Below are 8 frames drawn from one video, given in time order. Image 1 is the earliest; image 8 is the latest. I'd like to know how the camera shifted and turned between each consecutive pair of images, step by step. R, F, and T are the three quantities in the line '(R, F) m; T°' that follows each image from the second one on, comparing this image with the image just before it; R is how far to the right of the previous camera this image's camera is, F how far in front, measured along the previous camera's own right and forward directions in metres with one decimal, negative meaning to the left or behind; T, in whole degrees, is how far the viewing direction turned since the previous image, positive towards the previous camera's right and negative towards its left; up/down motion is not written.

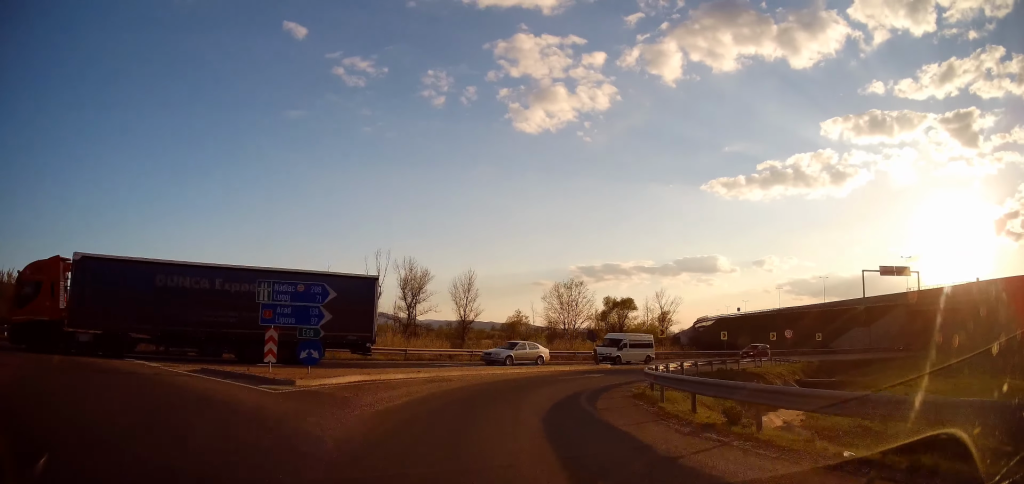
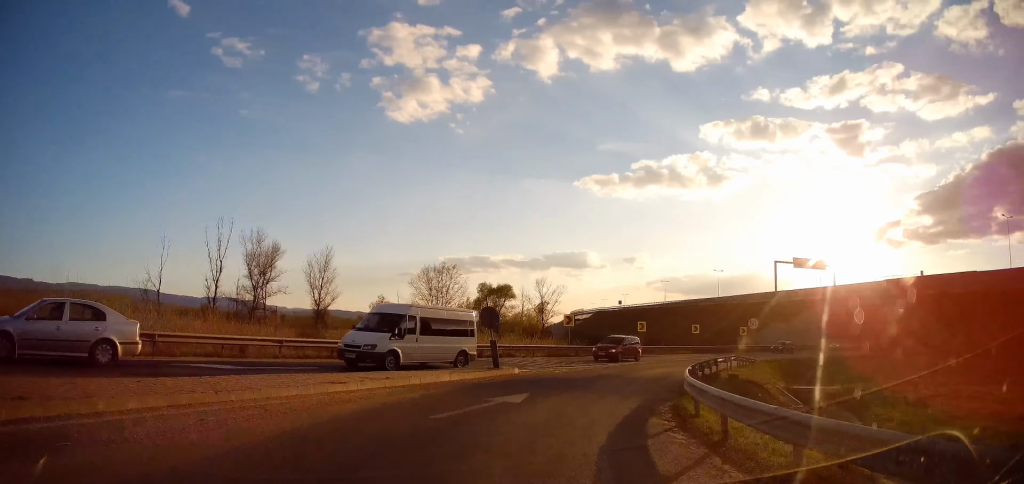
(-1.1, +13.3) m; +3°
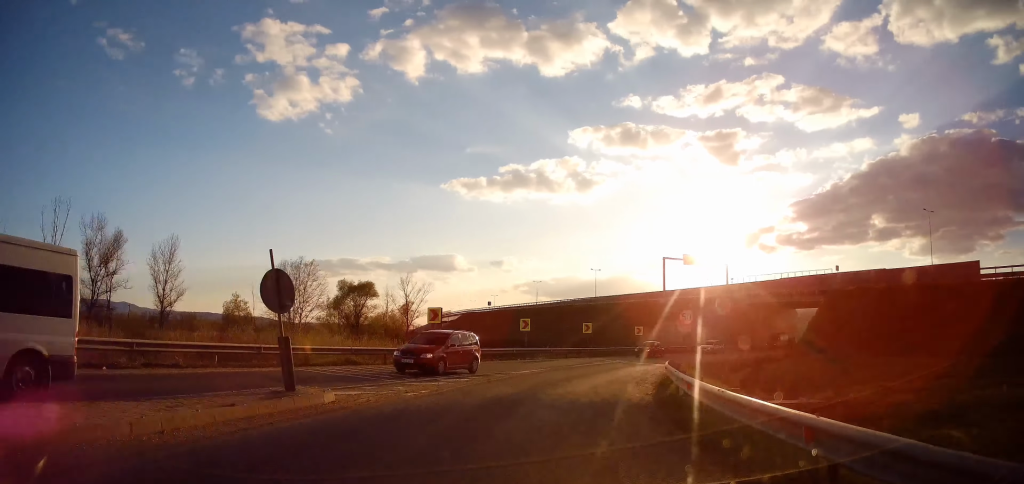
(+0.8, +8.8) m; +11°
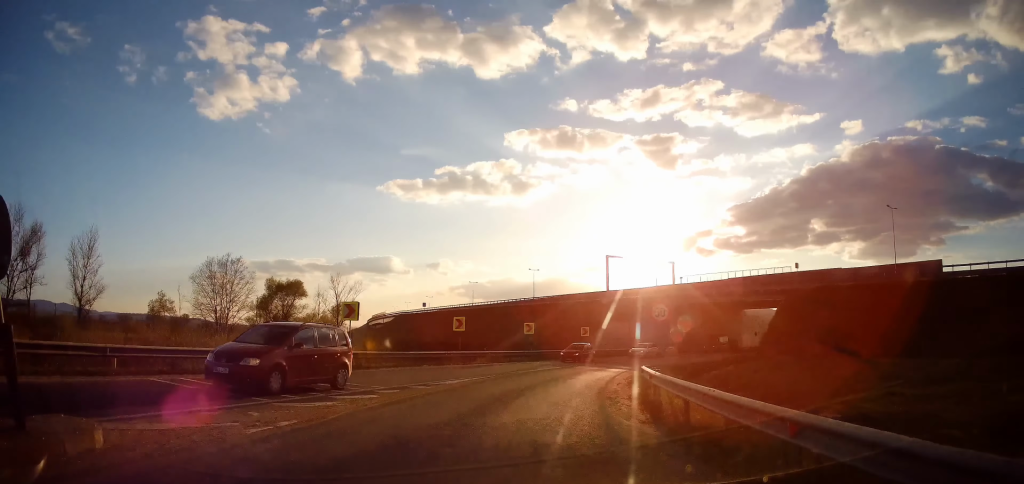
(+0.3, +4.8) m; +5°
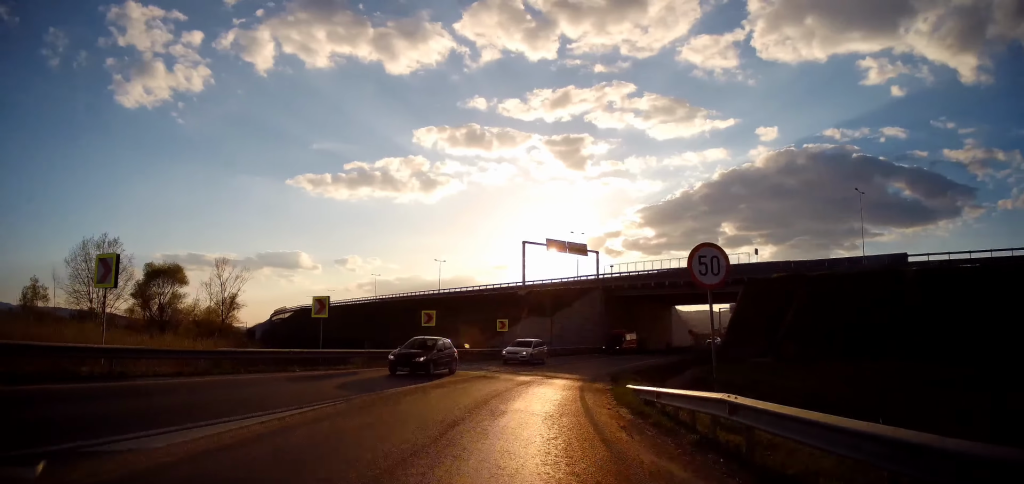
(+0.8, +11.3) m; +10°
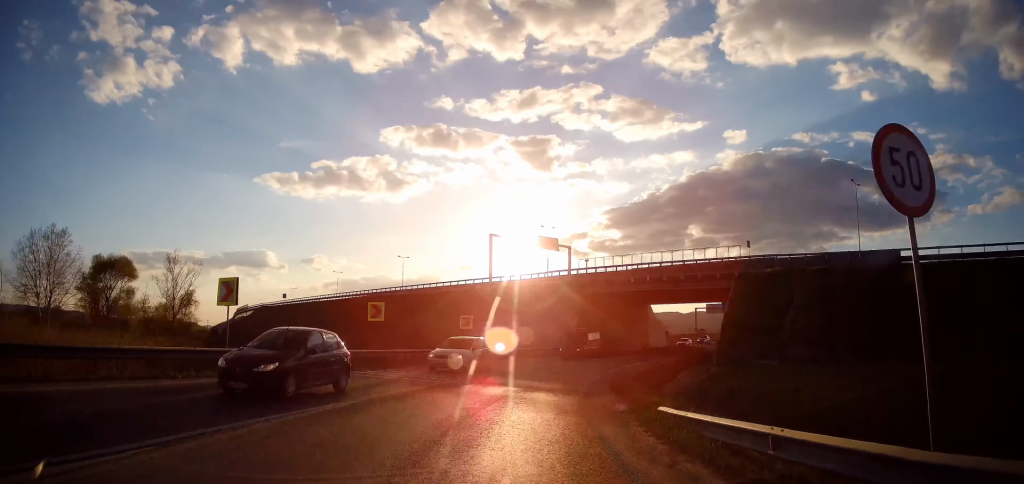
(+0.4, +5.2) m; +6°
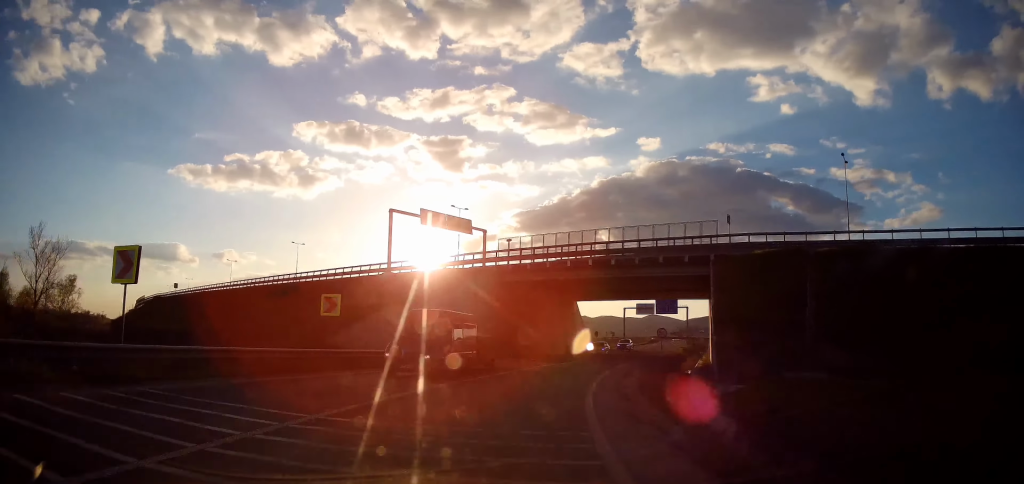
(+1.3, +12.2) m; +11°
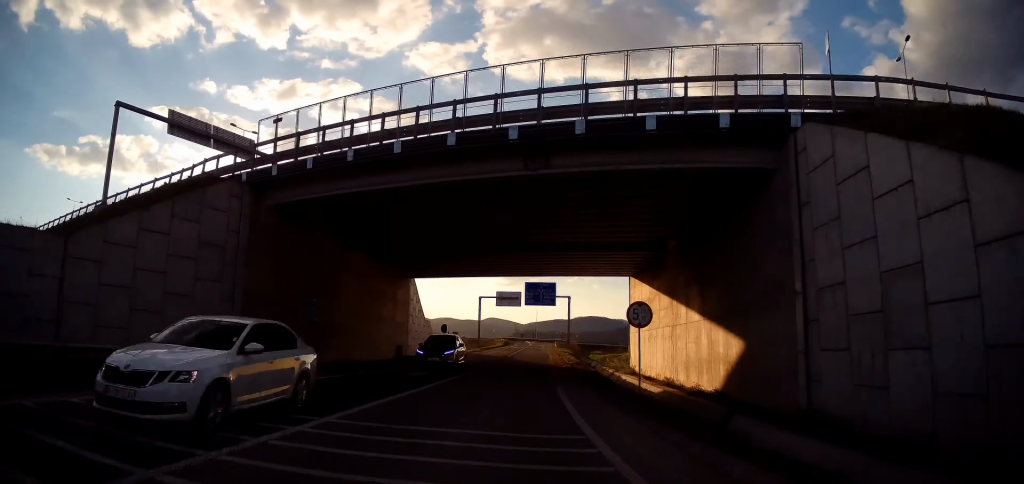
(+2.9, +25.1) m; +15°
